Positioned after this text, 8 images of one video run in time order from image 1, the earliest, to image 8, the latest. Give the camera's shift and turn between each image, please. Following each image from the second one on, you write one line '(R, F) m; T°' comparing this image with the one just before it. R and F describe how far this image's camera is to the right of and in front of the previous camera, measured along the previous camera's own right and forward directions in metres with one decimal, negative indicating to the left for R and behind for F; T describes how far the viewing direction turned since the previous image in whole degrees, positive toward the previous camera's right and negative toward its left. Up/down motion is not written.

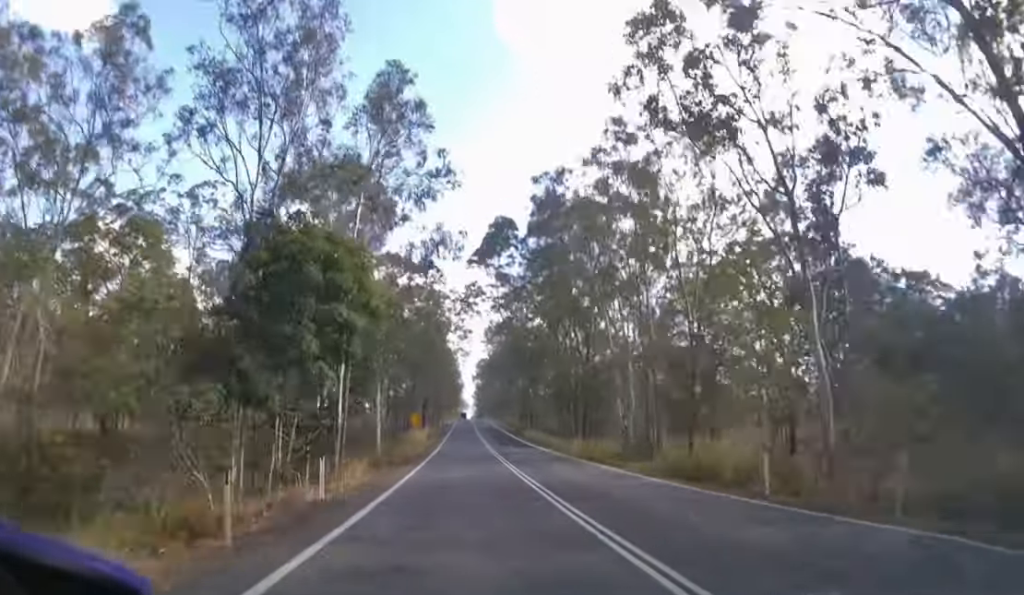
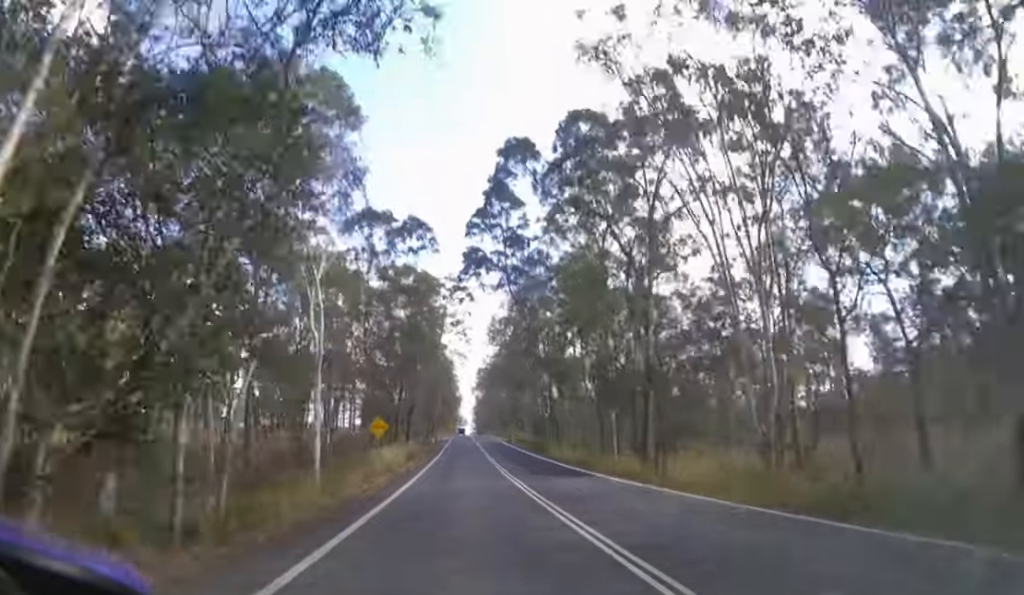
(0.0, +14.6) m; 0°
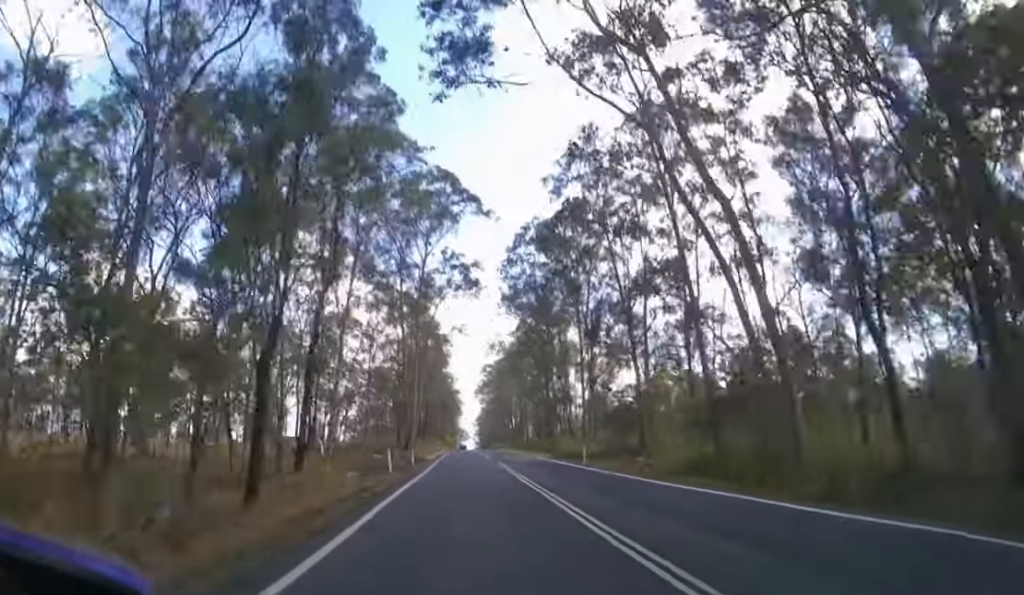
(0.0, +35.5) m; 0°
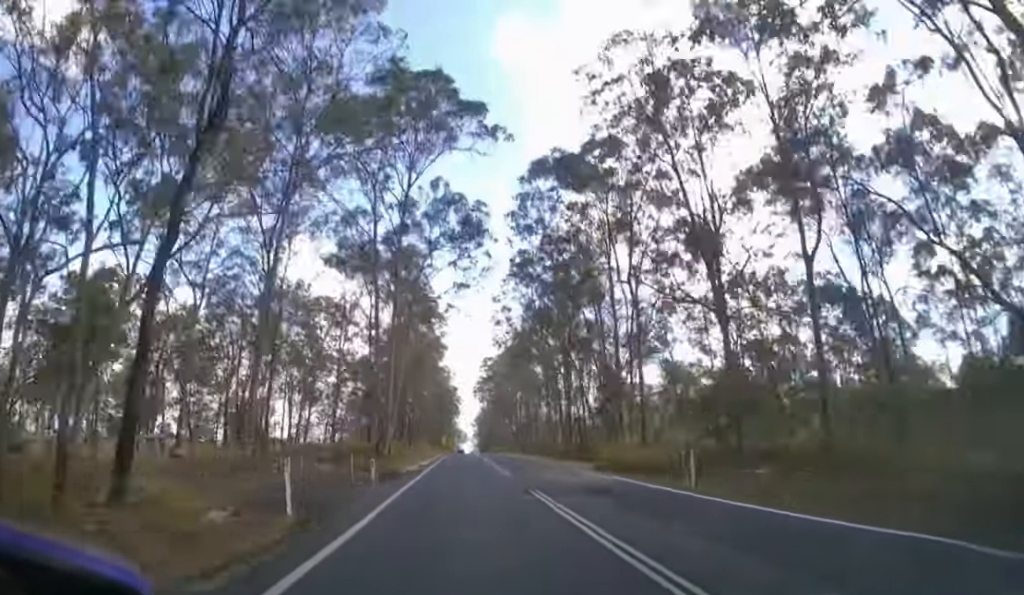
(0.0, +14.2) m; 0°
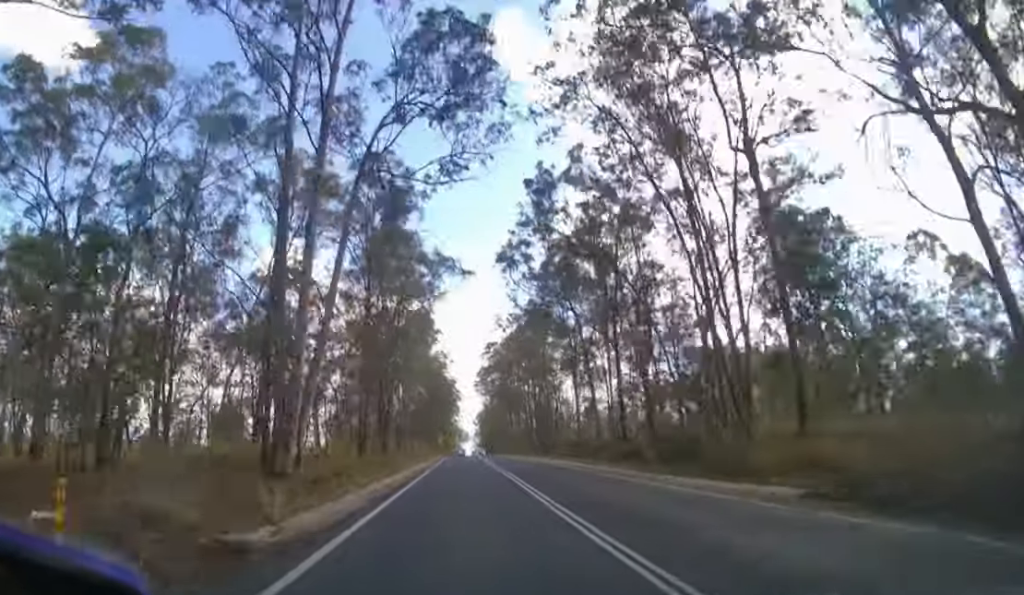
(-0.1, +17.4) m; 0°
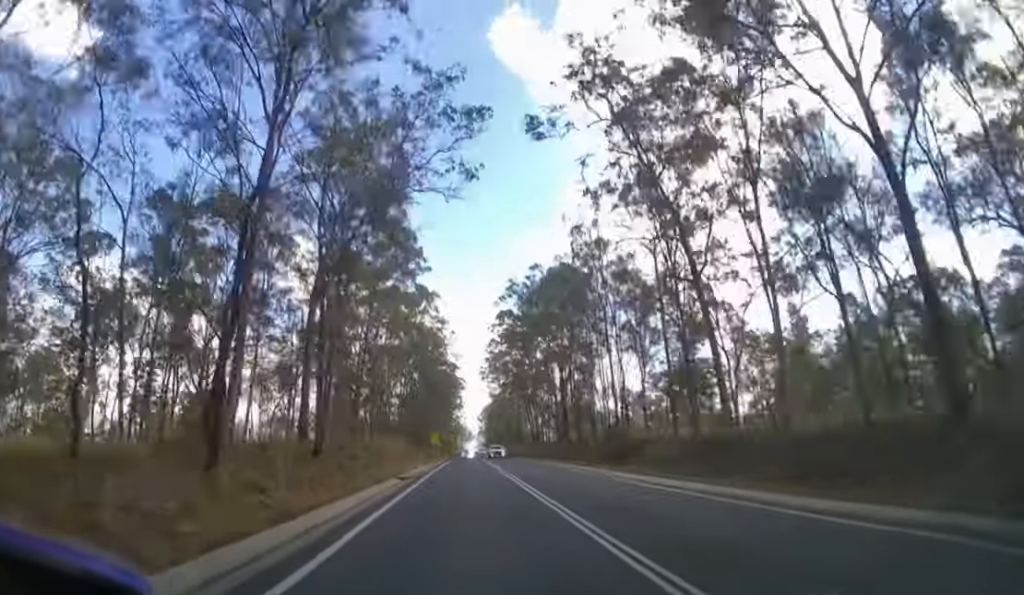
(0.0, +26.6) m; 0°
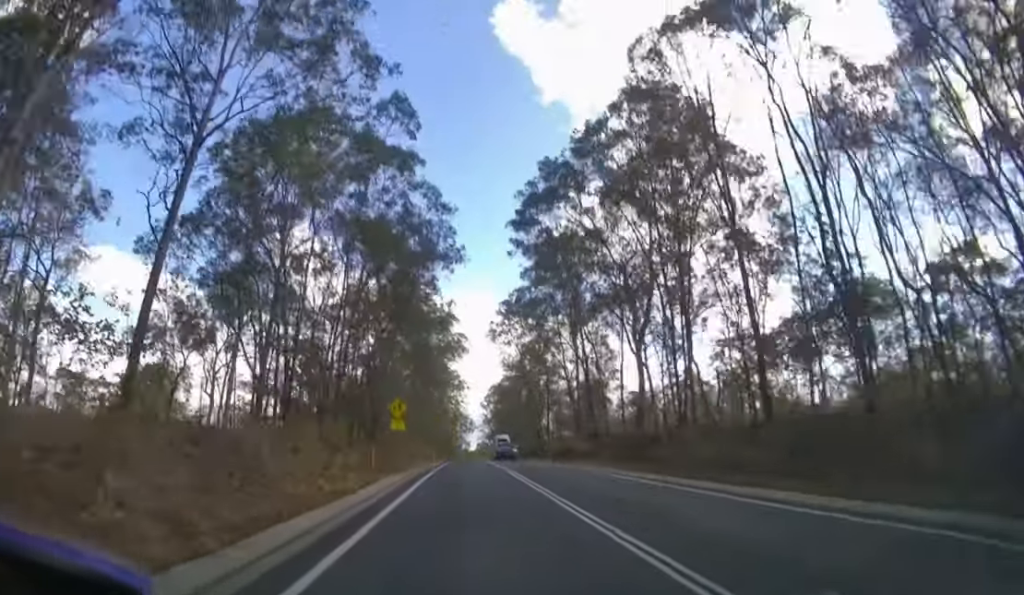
(0.0, +39.8) m; 0°
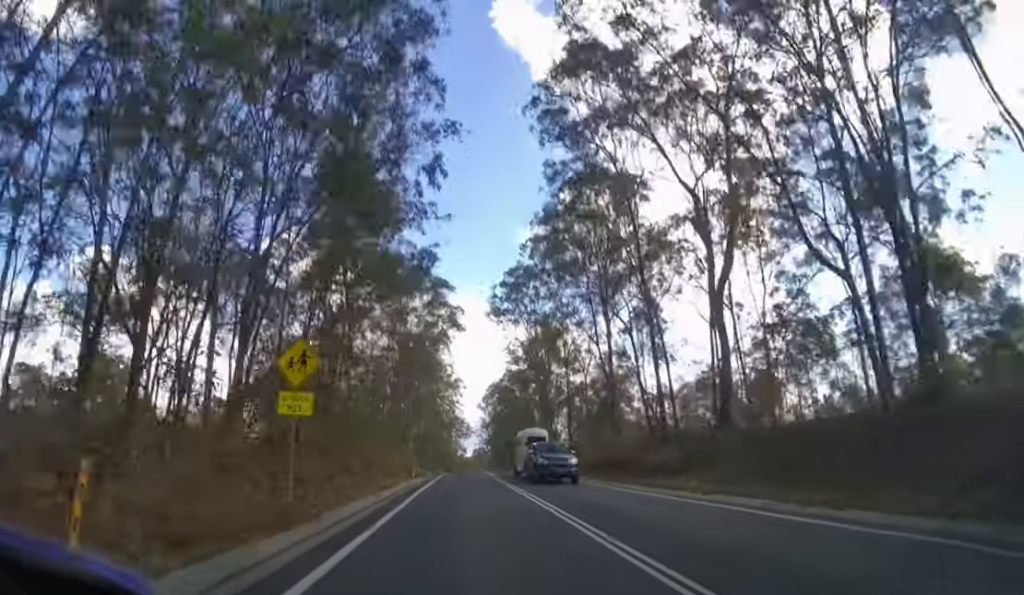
(+0.1, +17.2) m; 0°
